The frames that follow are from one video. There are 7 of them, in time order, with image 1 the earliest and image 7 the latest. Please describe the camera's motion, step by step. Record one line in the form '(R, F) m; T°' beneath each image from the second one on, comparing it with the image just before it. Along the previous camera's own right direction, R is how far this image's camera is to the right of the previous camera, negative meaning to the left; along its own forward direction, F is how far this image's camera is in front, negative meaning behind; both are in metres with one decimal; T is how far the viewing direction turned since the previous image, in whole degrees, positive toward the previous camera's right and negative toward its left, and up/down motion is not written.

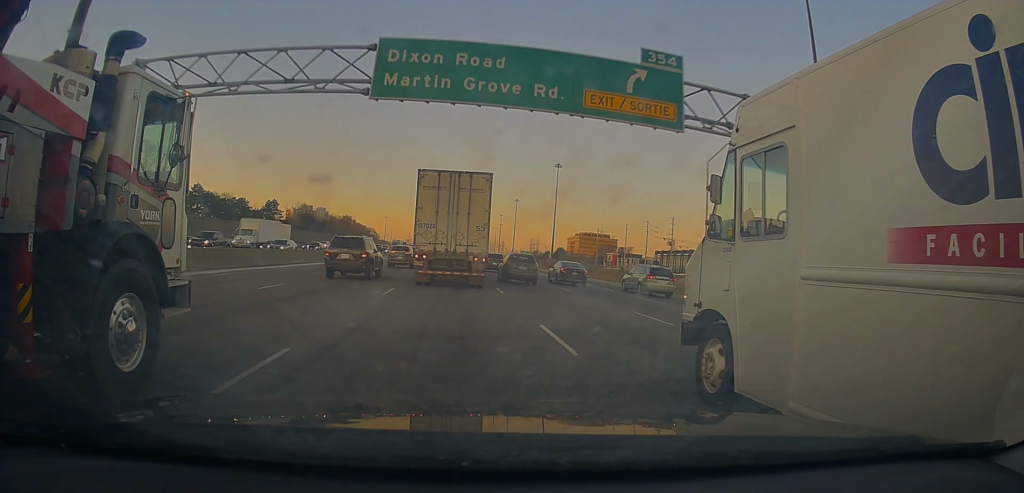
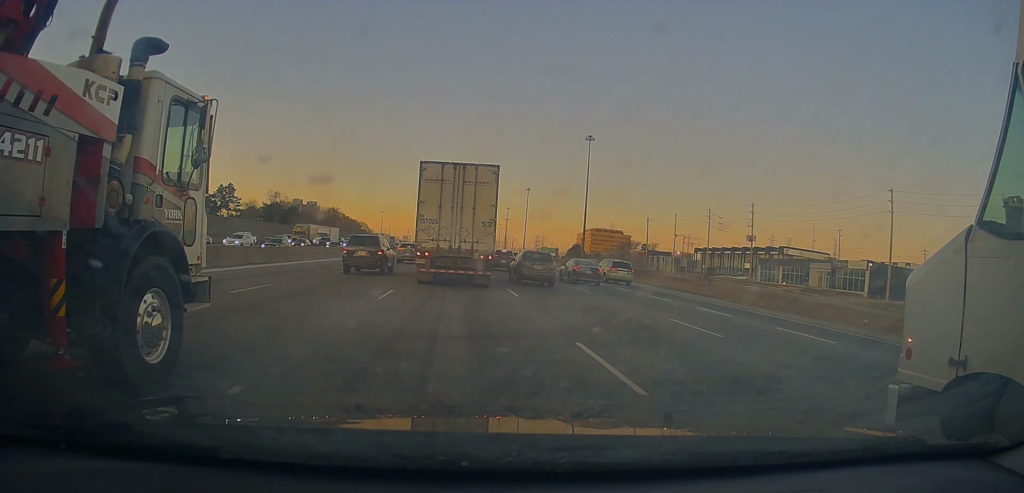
(+0.8, +38.0) m; +2°
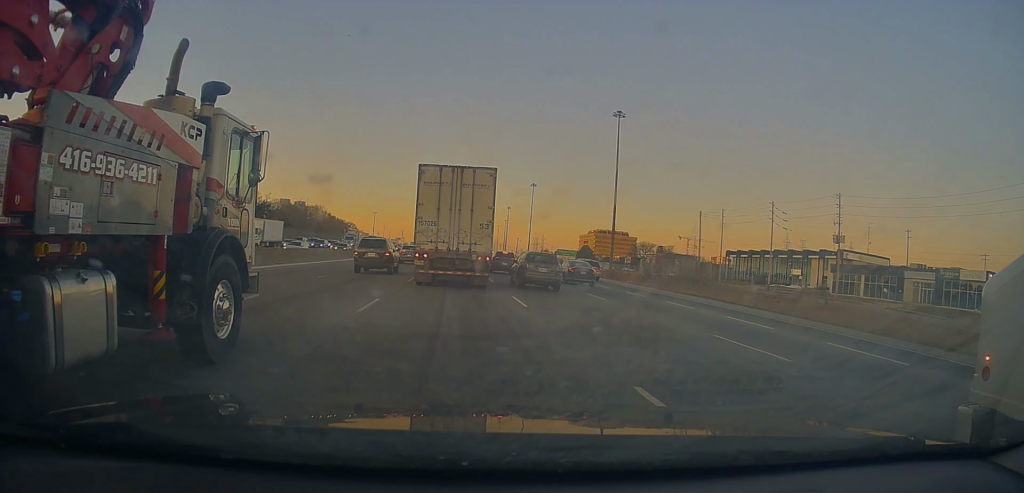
(0.0, +27.0) m; -1°
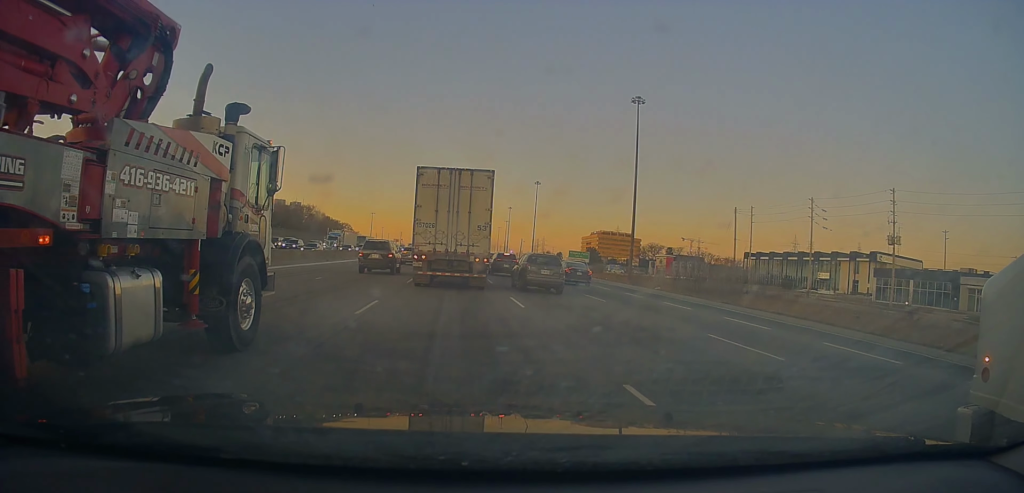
(-0.1, +12.0) m; -1°
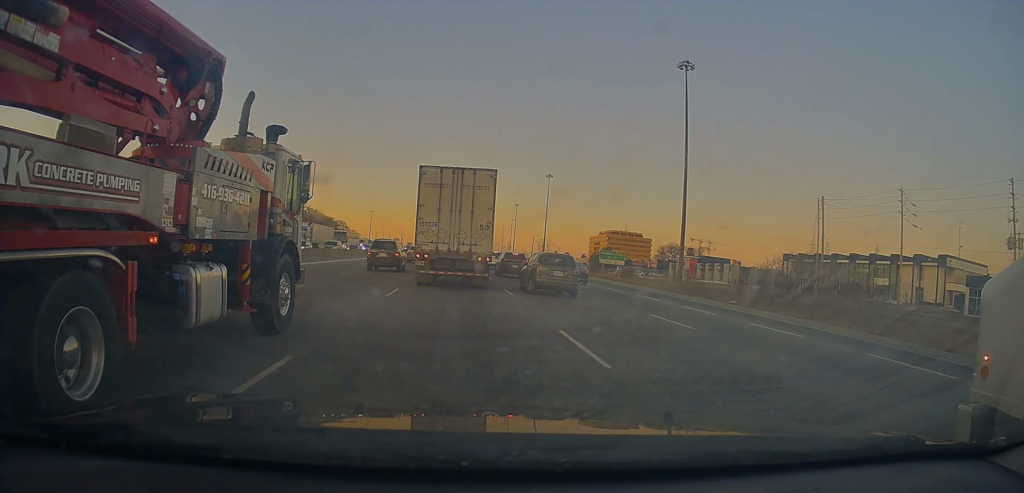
(-0.2, +19.8) m; 0°
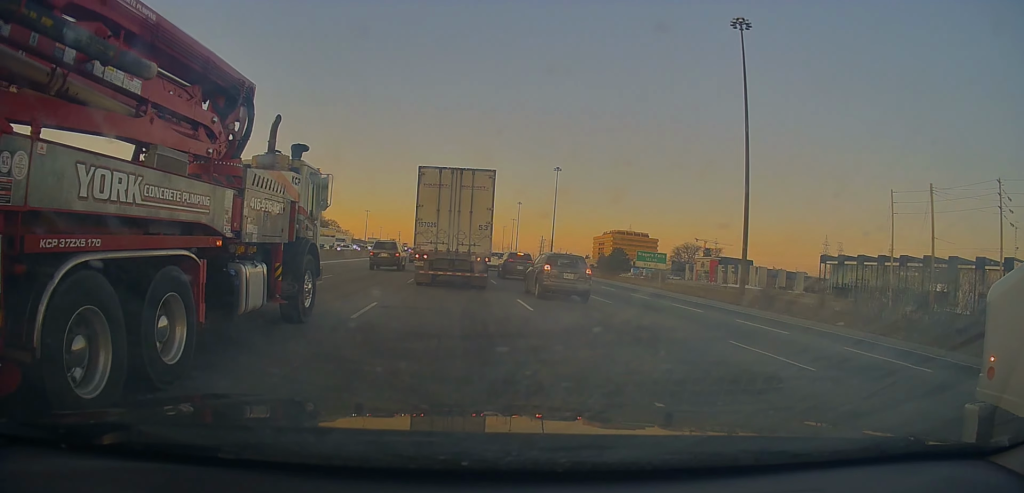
(+0.3, +16.9) m; +1°
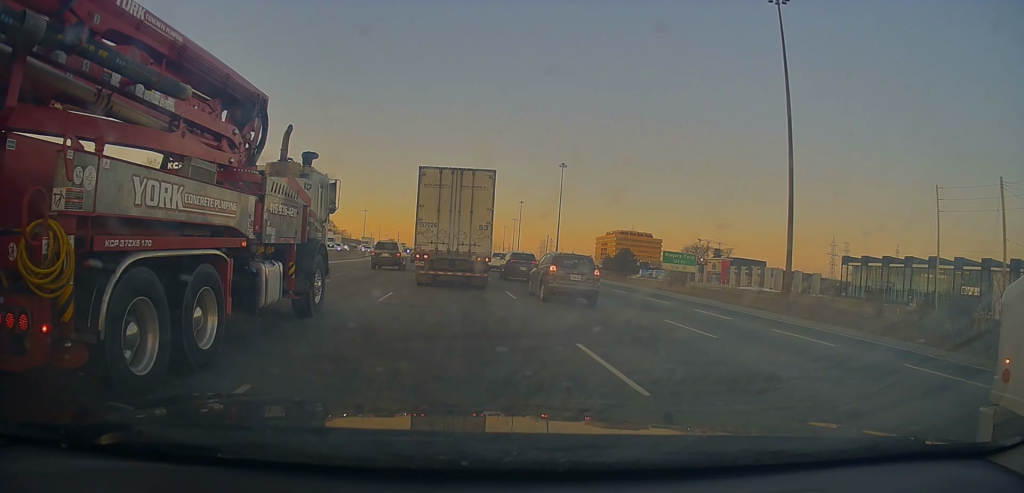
(-0.1, +8.4) m; 0°
